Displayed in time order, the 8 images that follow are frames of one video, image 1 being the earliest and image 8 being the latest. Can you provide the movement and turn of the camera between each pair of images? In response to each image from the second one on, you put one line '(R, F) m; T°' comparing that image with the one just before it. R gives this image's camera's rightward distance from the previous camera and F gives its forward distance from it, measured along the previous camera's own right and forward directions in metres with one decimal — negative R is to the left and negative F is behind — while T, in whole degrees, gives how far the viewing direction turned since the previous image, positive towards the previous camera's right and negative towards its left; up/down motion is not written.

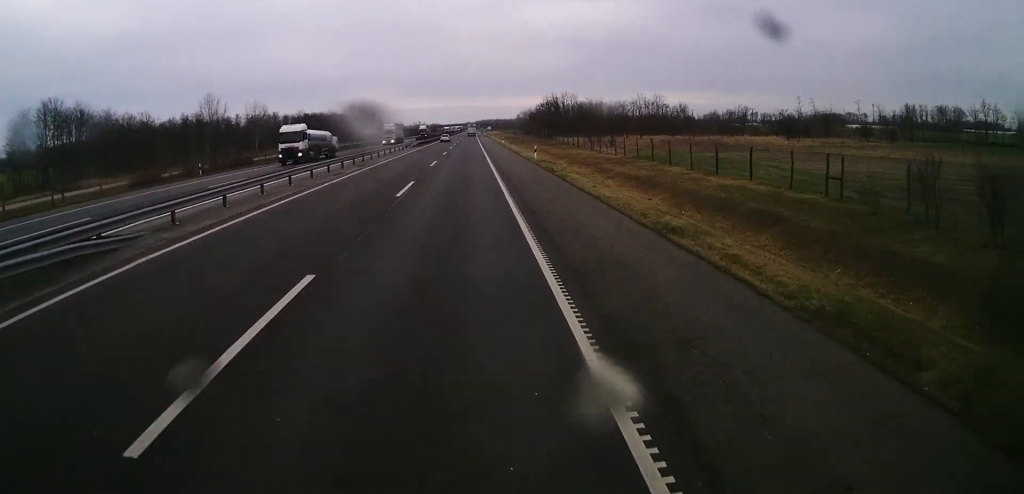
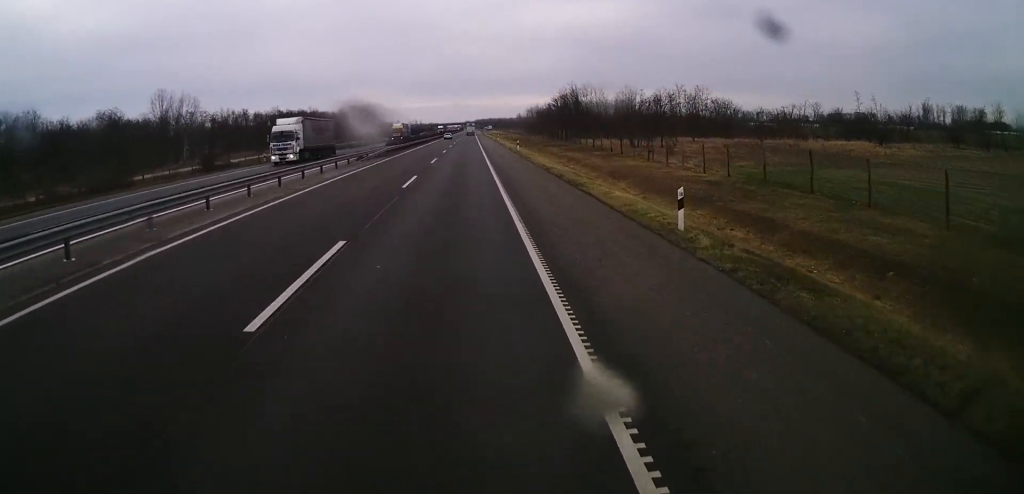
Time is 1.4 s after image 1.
(+0.2, +33.2) m; 0°
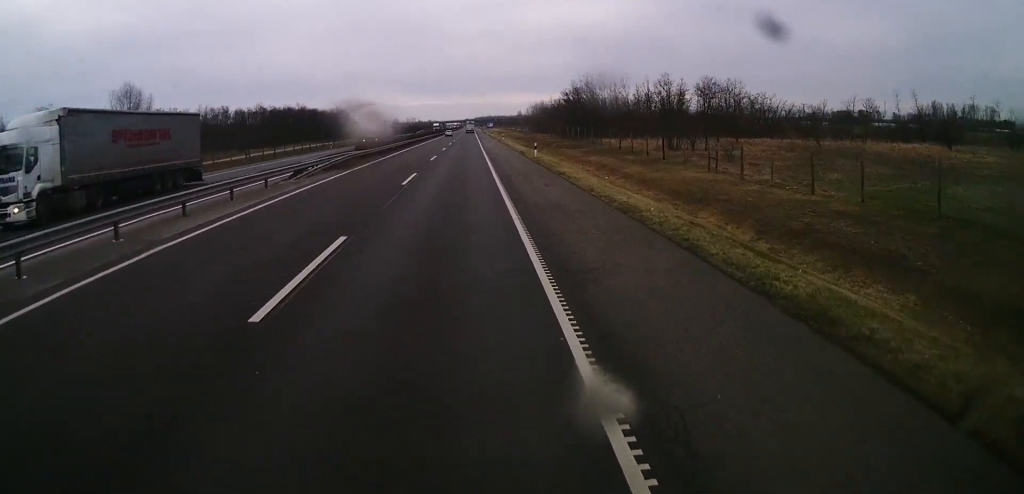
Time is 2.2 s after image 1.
(-0.3, +17.8) m; 0°
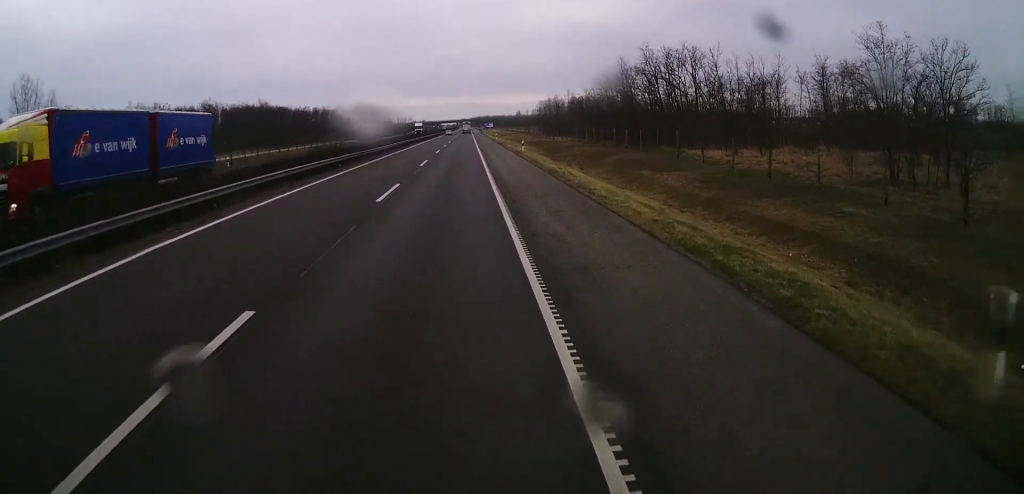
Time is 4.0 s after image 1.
(+0.4, +41.5) m; 0°
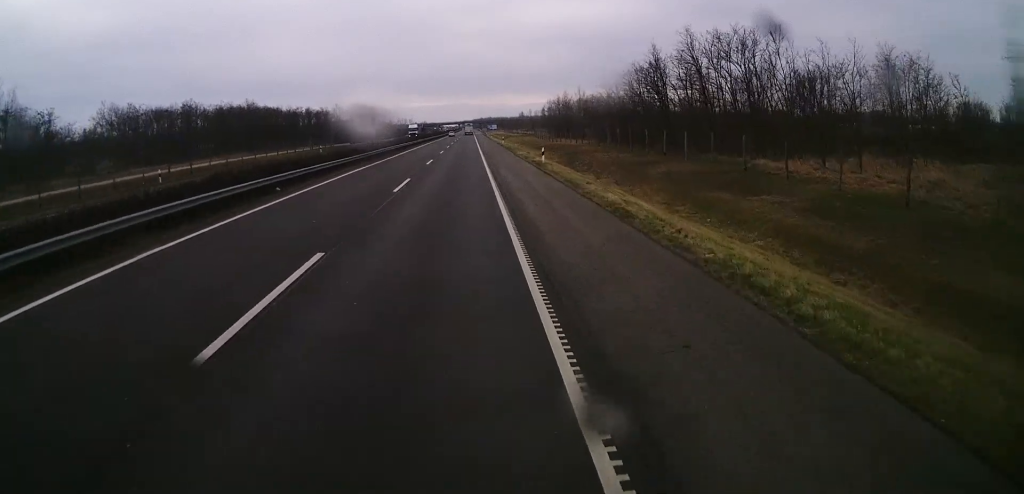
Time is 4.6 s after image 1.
(0.0, +13.9) m; 0°
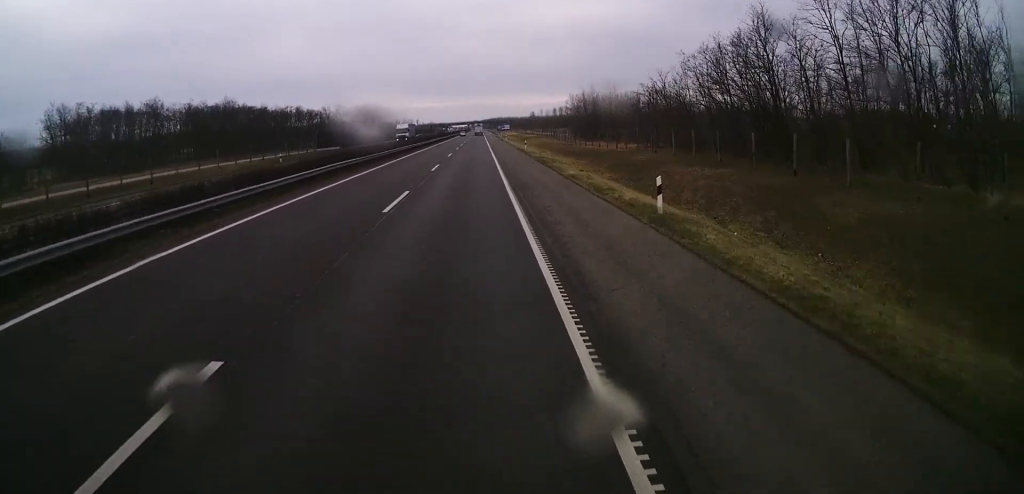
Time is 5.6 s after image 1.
(-0.1, +24.0) m; 0°
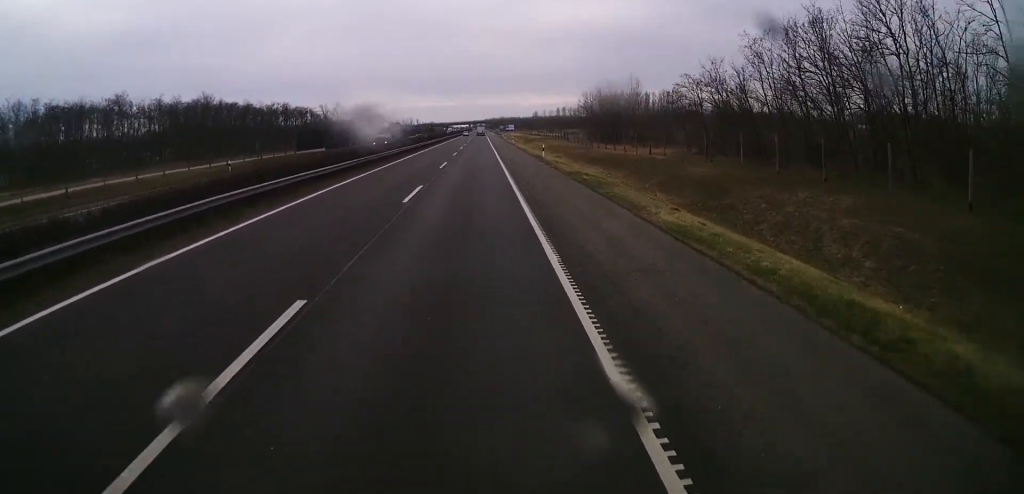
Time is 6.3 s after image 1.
(+0.2, +15.5) m; 0°
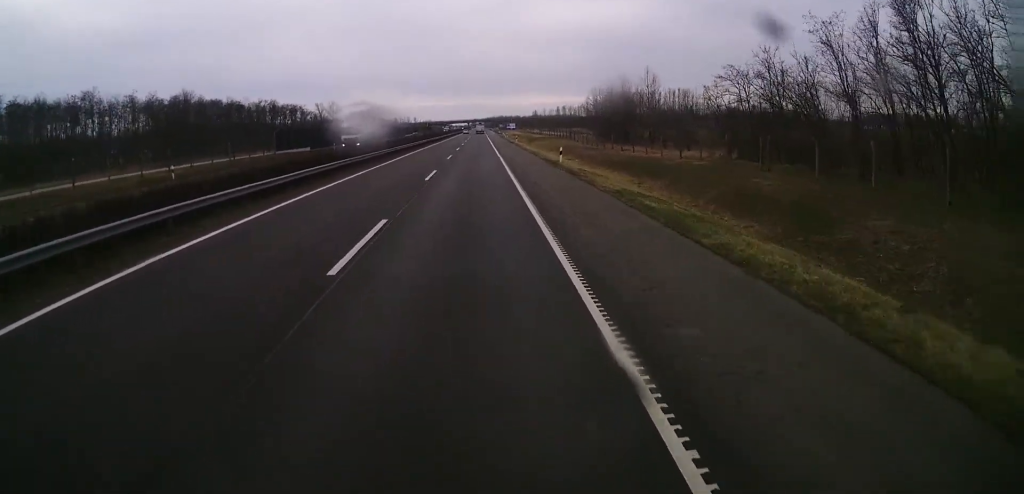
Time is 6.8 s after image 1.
(-0.1, +10.8) m; 0°
